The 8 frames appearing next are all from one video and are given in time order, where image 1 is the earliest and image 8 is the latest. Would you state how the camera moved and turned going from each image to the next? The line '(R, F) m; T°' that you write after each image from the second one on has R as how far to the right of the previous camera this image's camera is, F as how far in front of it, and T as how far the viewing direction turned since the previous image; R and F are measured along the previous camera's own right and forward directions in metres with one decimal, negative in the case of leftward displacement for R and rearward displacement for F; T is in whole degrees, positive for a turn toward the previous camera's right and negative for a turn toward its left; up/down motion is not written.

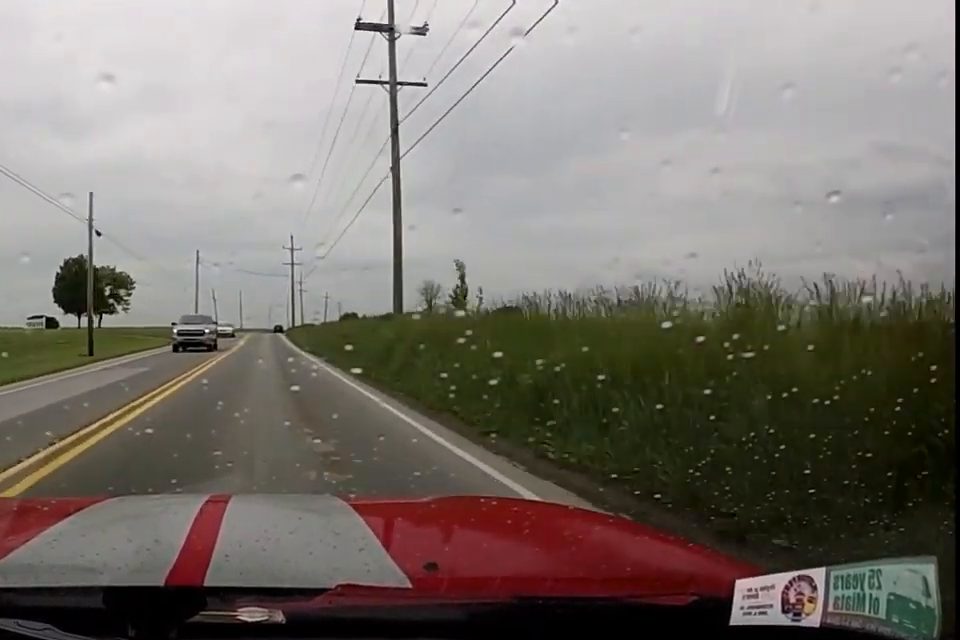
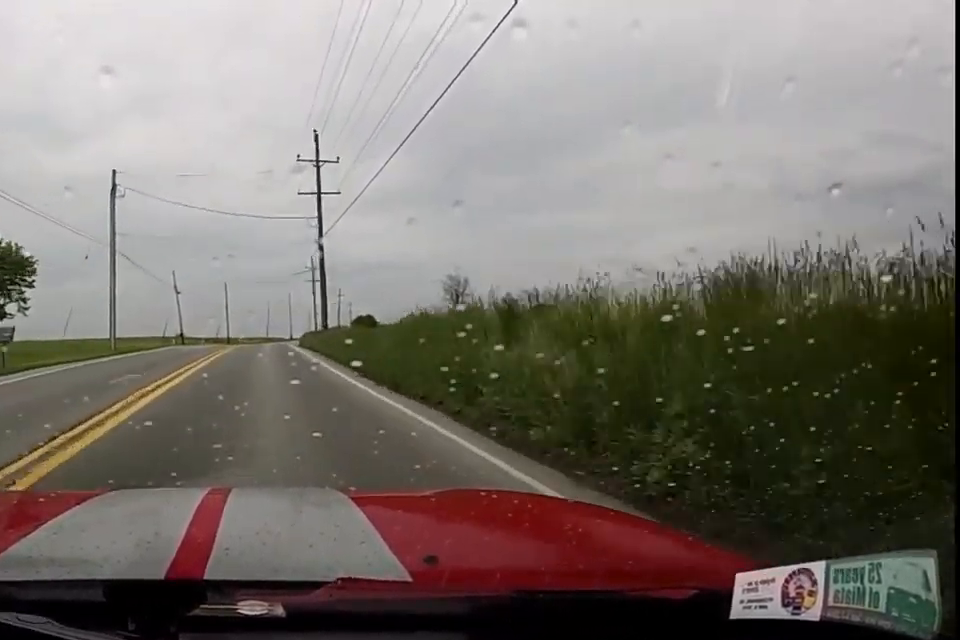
(0.0, +41.8) m; 0°
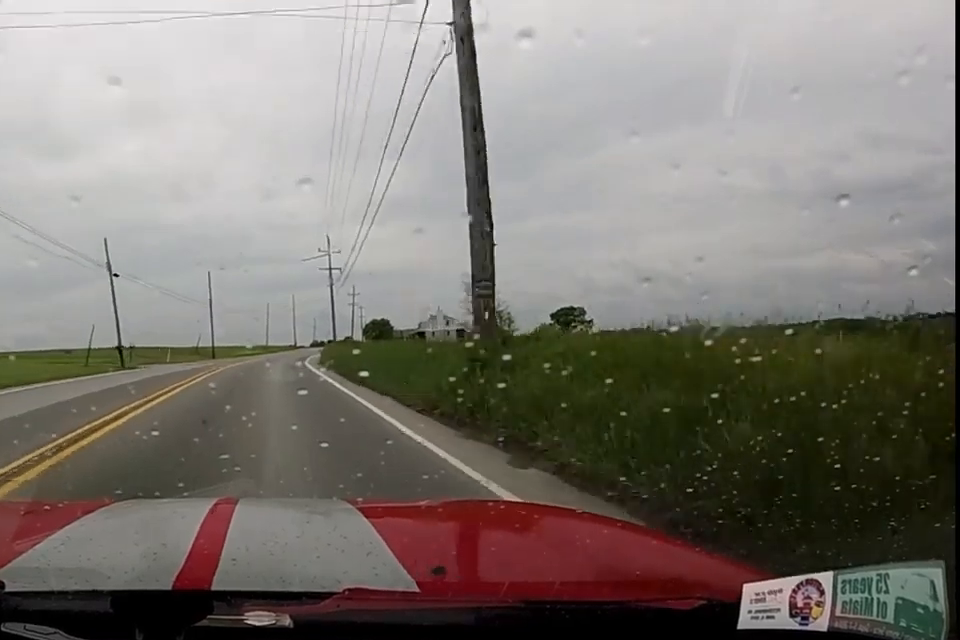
(+0.1, +25.7) m; +2°
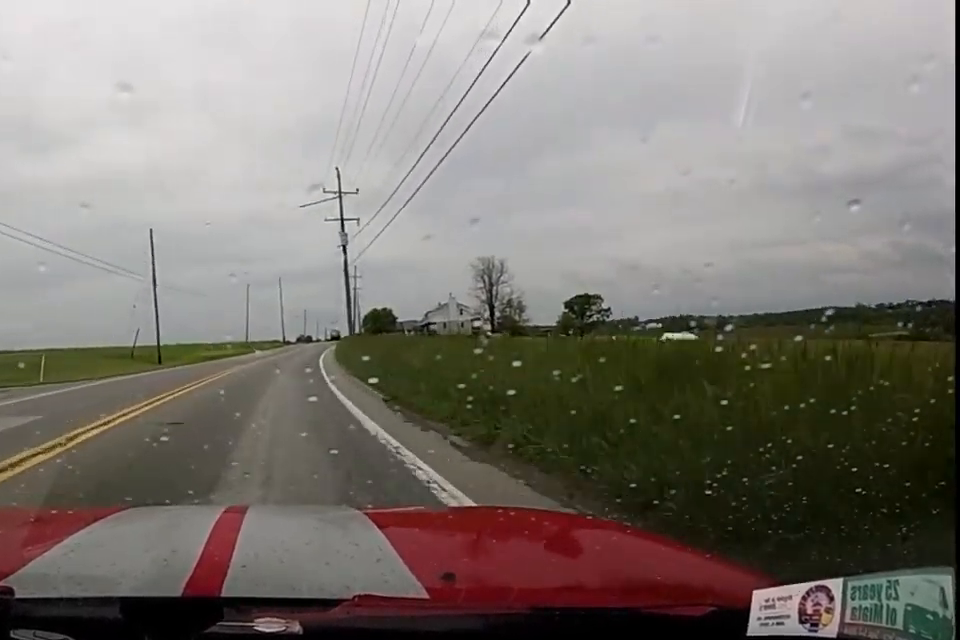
(+0.9, +25.2) m; +6°
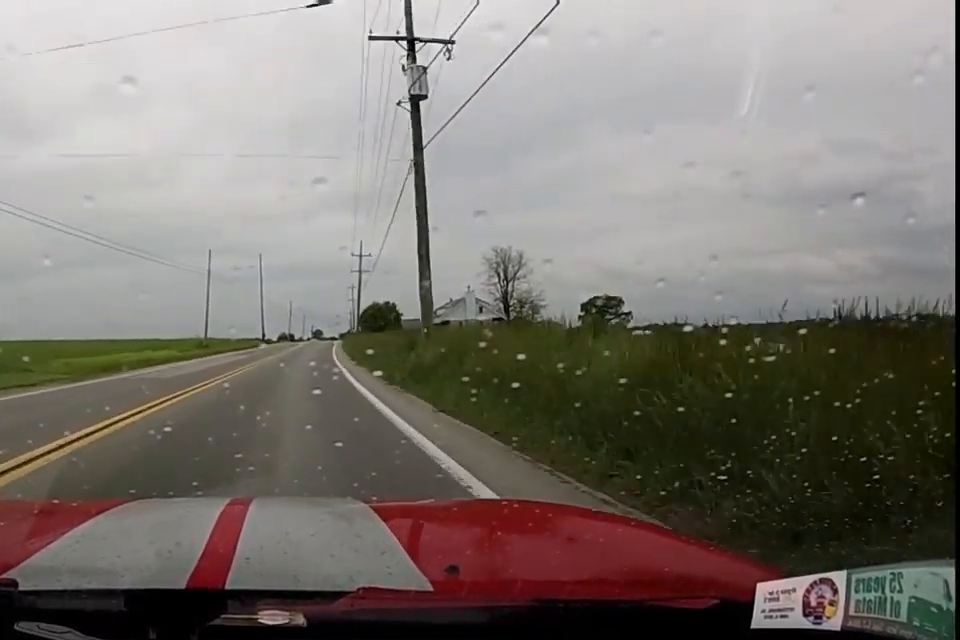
(+1.7, +26.7) m; +4°
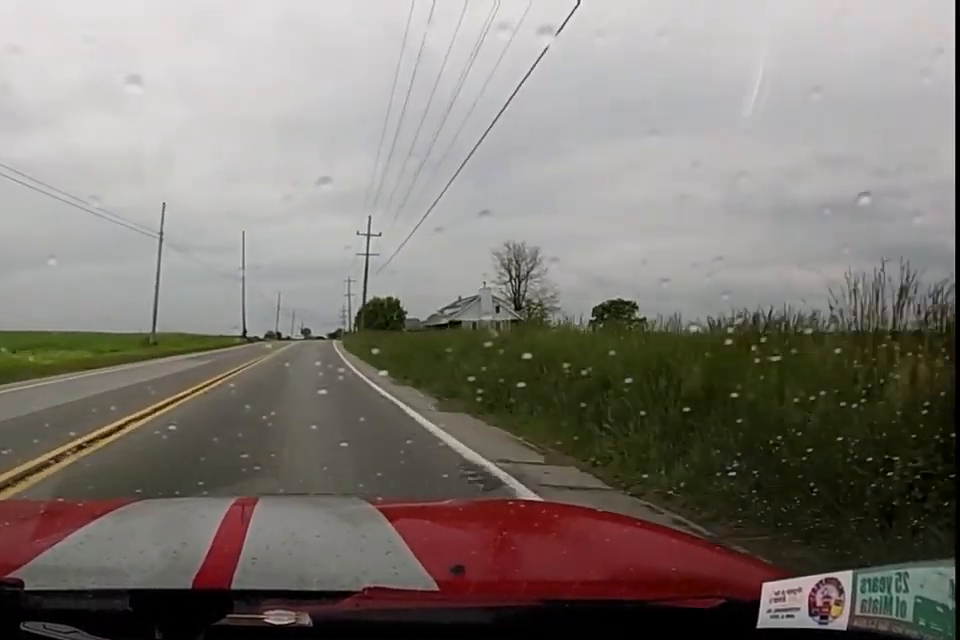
(0.0, +16.3) m; 0°
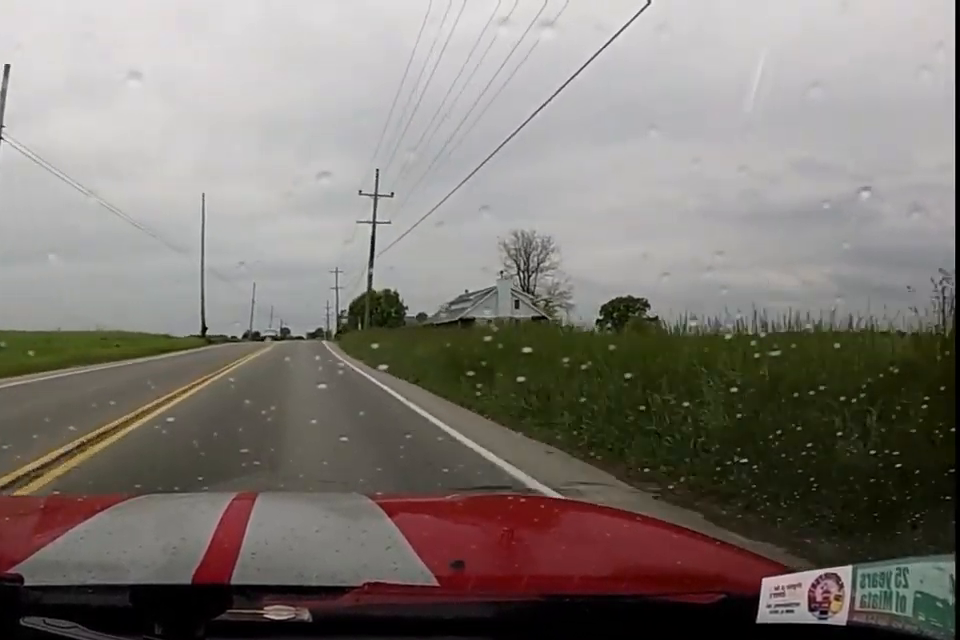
(0.0, +18.1) m; -1°
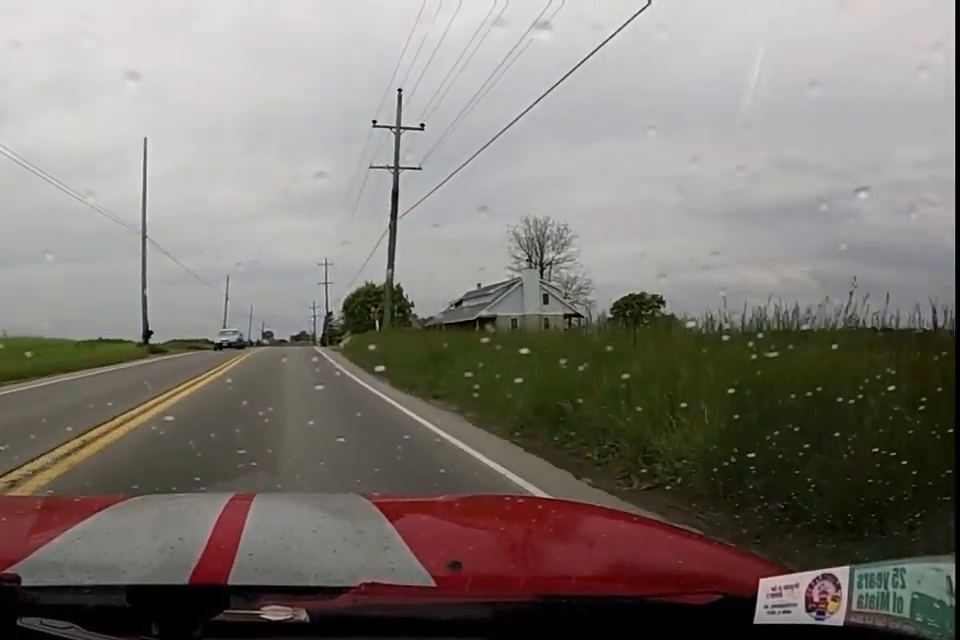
(+0.2, +15.5) m; -1°
